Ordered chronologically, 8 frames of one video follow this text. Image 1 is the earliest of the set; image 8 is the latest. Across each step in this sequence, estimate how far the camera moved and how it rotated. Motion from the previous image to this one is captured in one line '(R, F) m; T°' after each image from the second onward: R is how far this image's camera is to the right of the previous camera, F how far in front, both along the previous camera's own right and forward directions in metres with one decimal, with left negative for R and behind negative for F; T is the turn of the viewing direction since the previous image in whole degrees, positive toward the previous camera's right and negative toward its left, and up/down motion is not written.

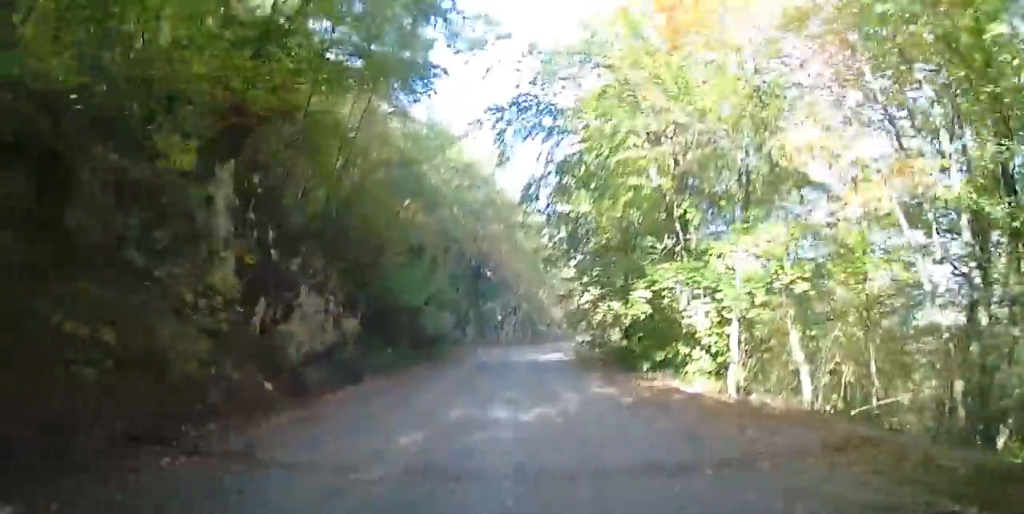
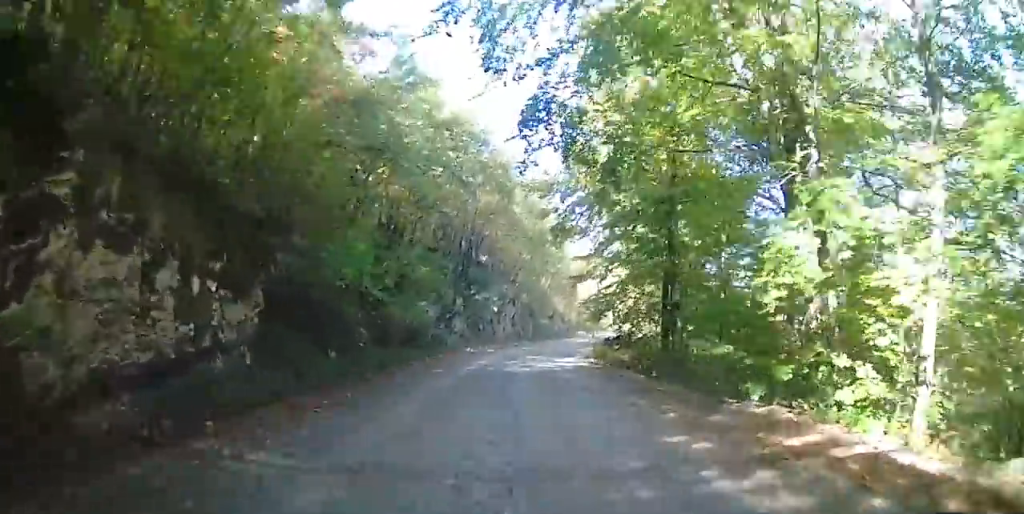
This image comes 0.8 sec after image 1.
(-0.1, +6.9) m; +1°
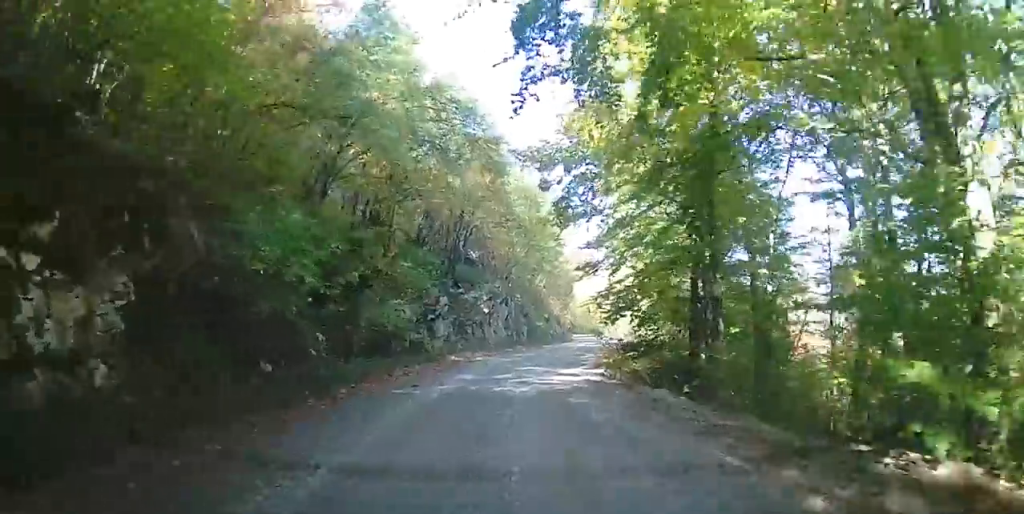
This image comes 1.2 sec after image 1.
(-0.1, +3.9) m; +3°
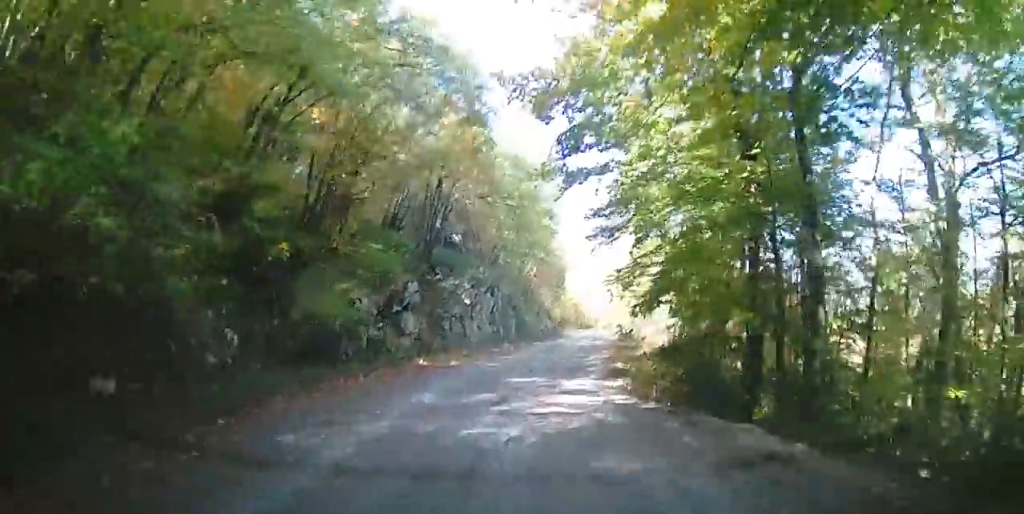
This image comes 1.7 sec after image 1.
(0.0, +4.8) m; +4°
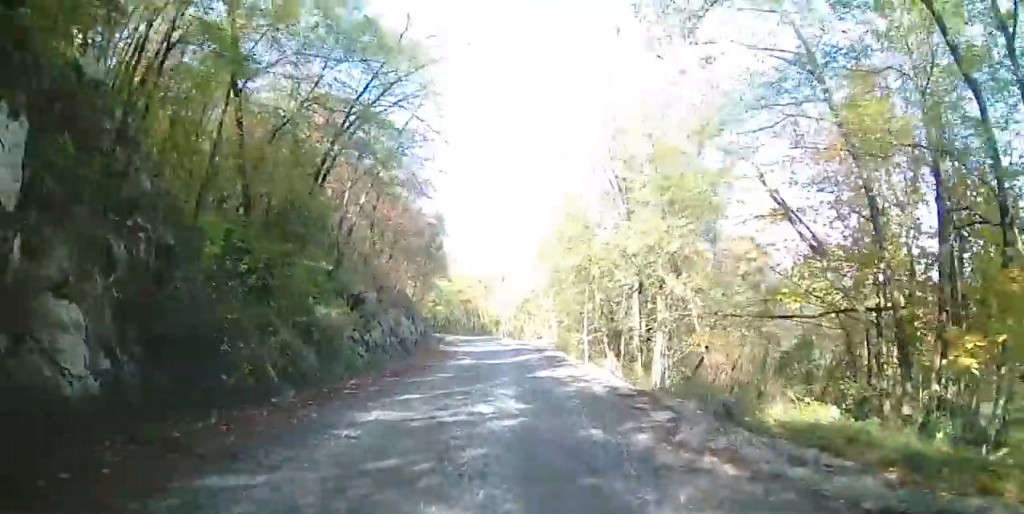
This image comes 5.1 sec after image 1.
(+4.7, +30.7) m; +13°
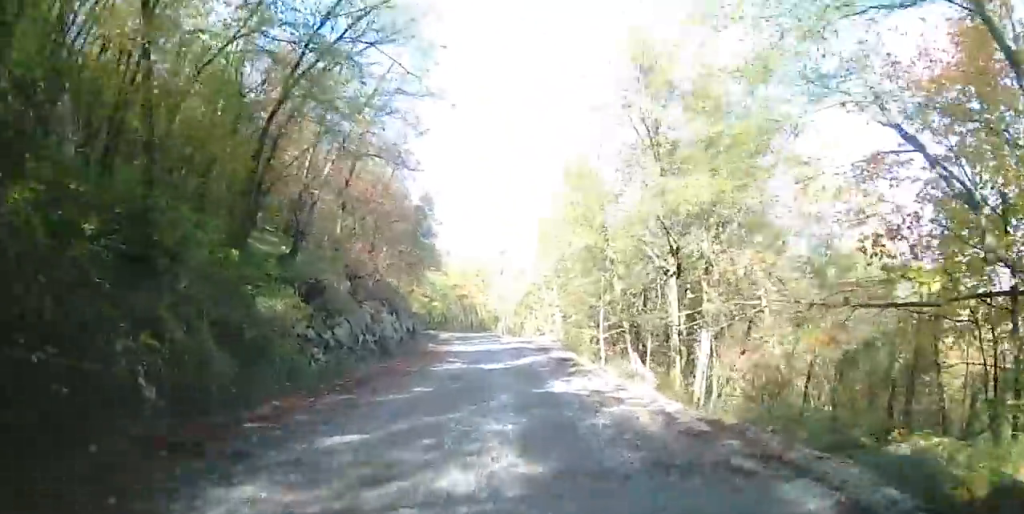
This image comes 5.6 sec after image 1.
(+0.1, +4.3) m; +1°
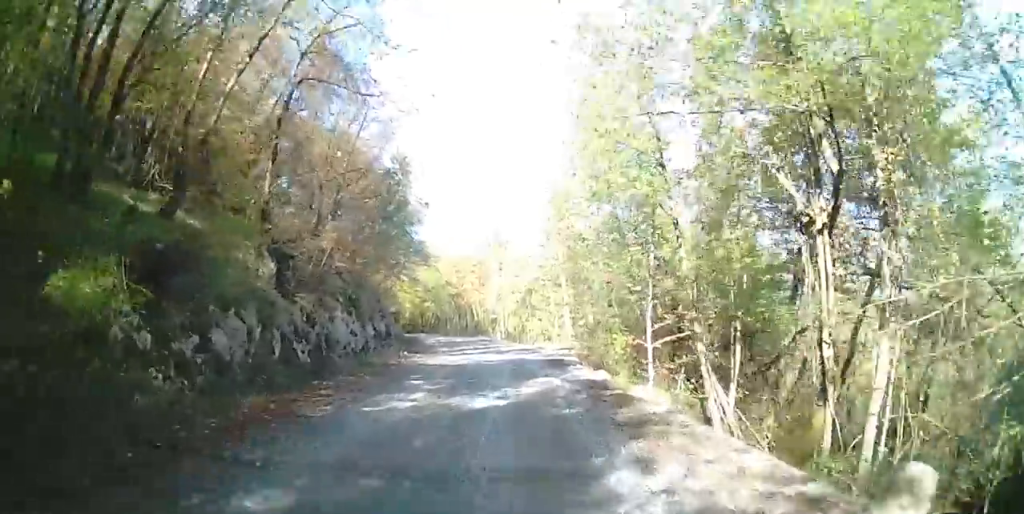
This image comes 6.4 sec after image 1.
(0.0, +7.0) m; -1°
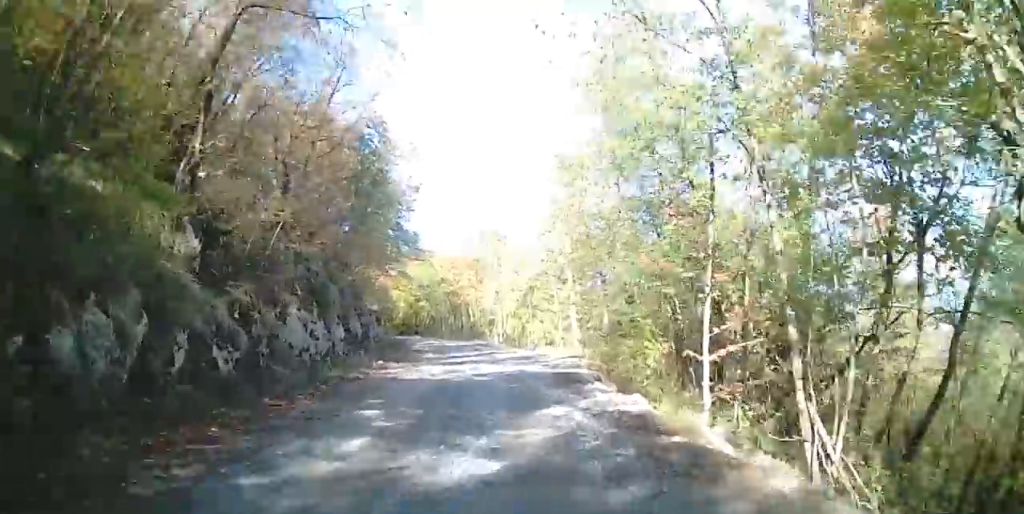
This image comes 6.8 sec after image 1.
(0.0, +4.0) m; -2°
